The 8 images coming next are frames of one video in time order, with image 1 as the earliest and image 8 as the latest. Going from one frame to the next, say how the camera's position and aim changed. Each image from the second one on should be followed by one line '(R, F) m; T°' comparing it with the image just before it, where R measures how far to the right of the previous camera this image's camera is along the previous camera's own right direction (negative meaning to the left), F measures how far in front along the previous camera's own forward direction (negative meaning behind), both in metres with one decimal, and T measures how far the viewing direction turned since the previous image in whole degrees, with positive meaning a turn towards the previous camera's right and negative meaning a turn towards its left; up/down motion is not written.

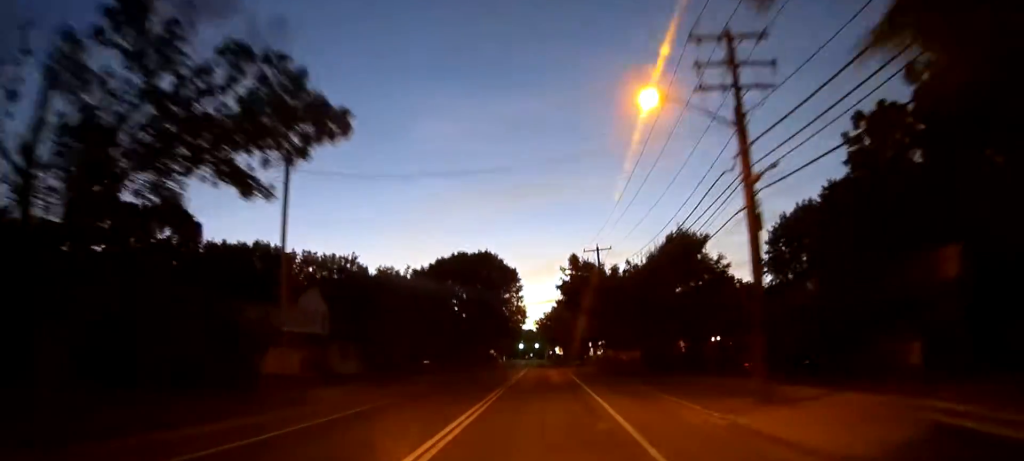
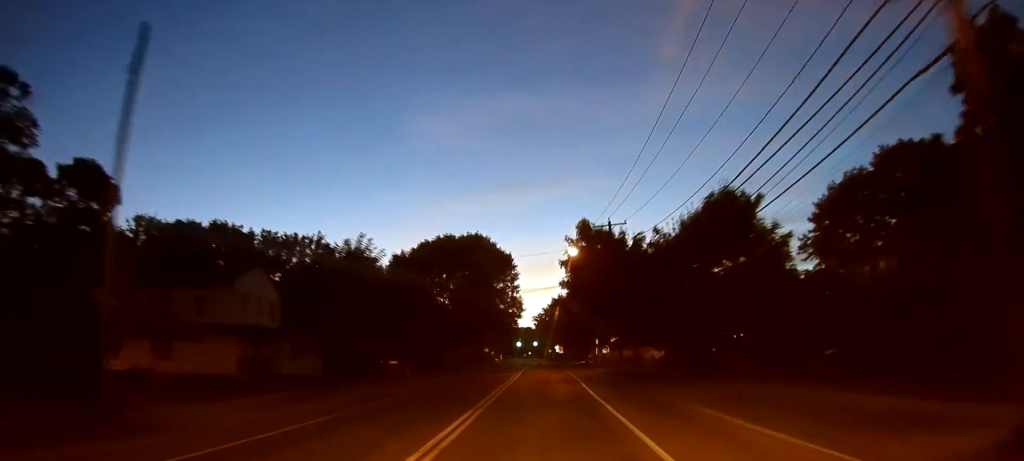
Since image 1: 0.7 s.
(0.0, +11.3) m; 0°
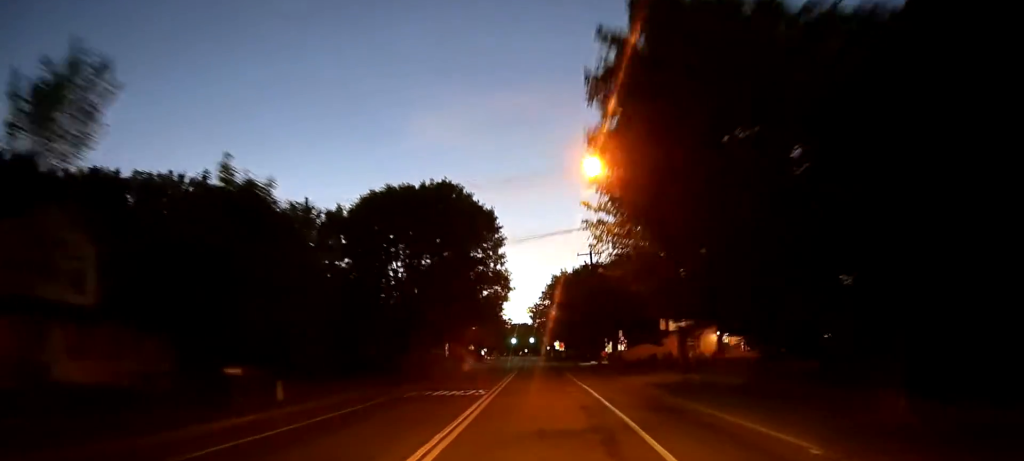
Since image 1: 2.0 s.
(0.0, +22.2) m; 0°
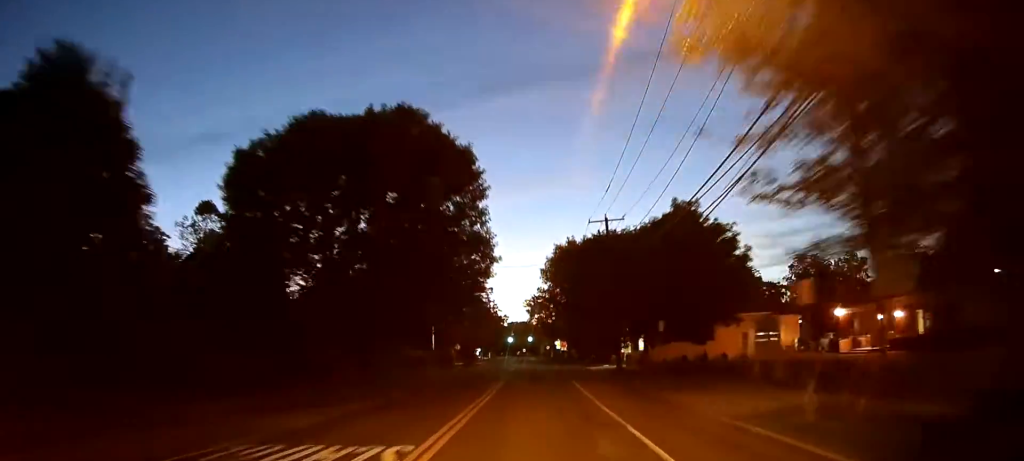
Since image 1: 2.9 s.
(-0.2, +16.0) m; 0°
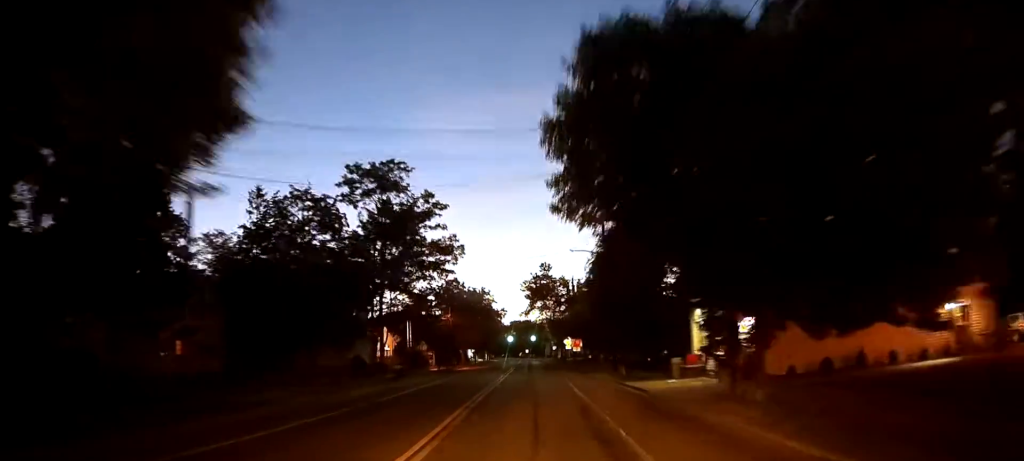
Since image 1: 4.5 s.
(0.0, +27.4) m; -1°
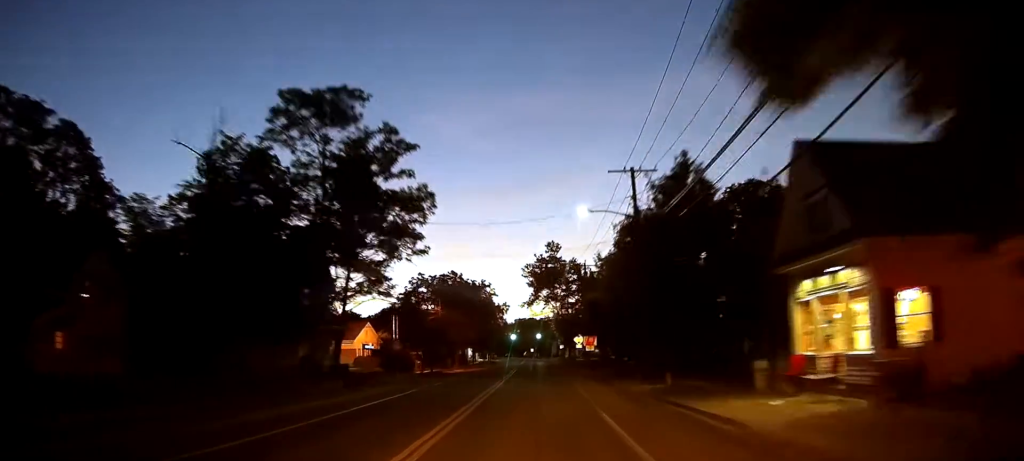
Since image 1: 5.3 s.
(-0.1, +12.8) m; 0°
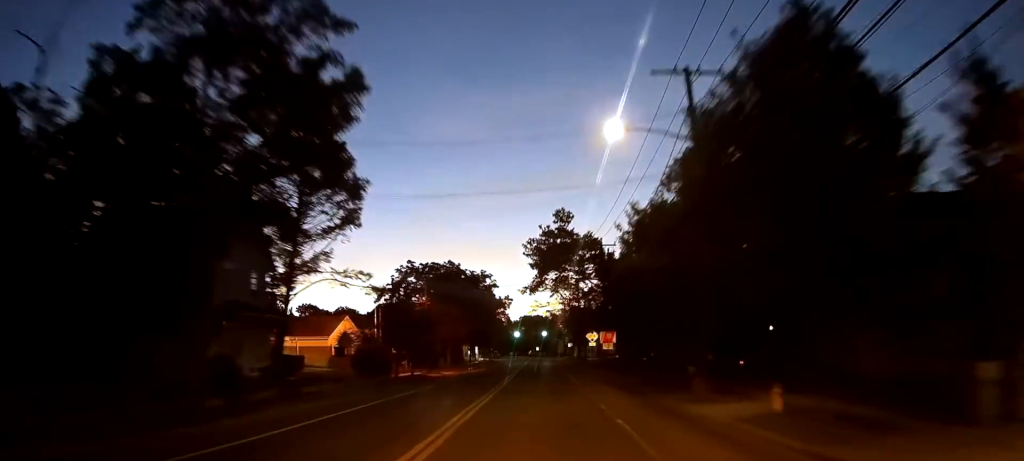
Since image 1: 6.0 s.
(-0.1, +12.2) m; 0°
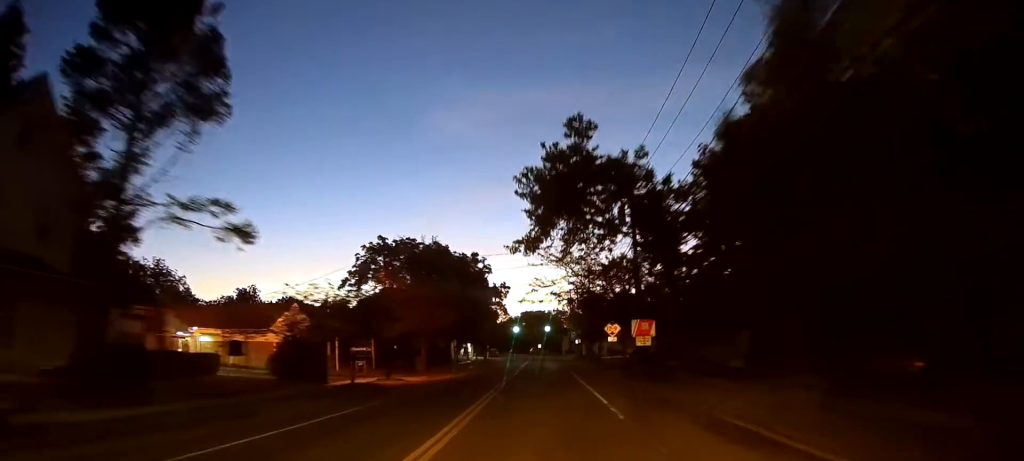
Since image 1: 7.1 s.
(+0.2, +17.4) m; +1°
